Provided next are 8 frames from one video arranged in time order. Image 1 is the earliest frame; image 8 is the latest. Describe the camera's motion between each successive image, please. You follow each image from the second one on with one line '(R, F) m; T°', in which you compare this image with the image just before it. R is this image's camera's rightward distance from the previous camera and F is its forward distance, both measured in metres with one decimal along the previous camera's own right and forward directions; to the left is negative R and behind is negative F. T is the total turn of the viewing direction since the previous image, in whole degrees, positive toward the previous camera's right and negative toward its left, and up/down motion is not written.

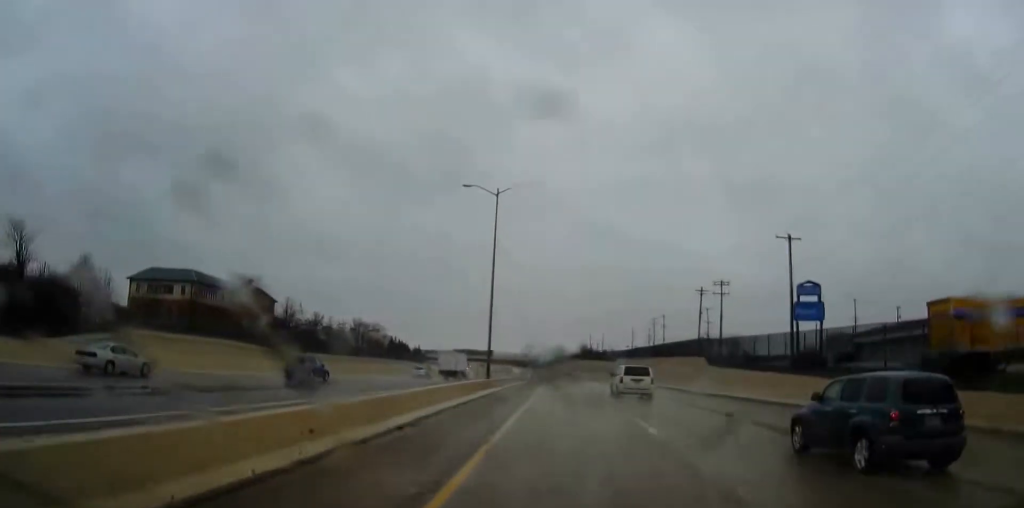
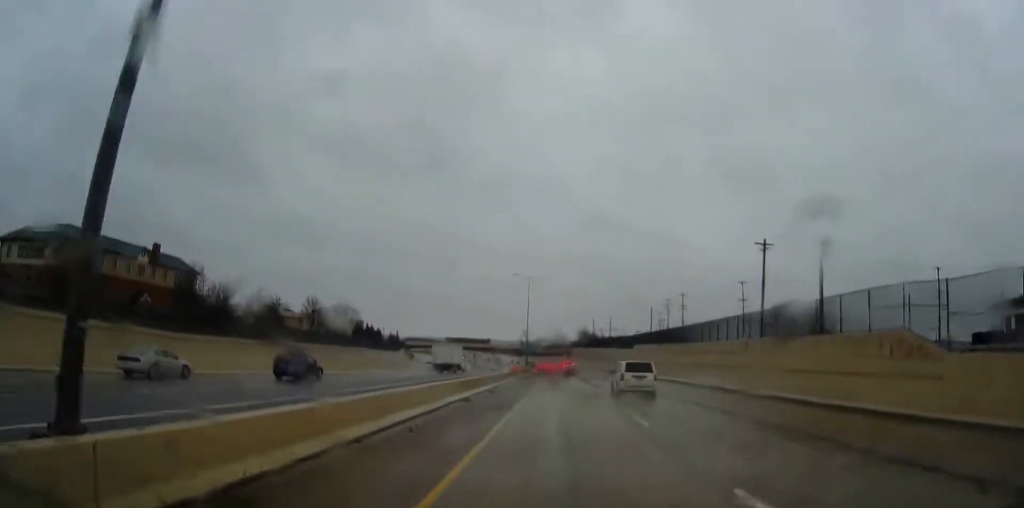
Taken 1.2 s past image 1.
(0.0, +35.3) m; 0°
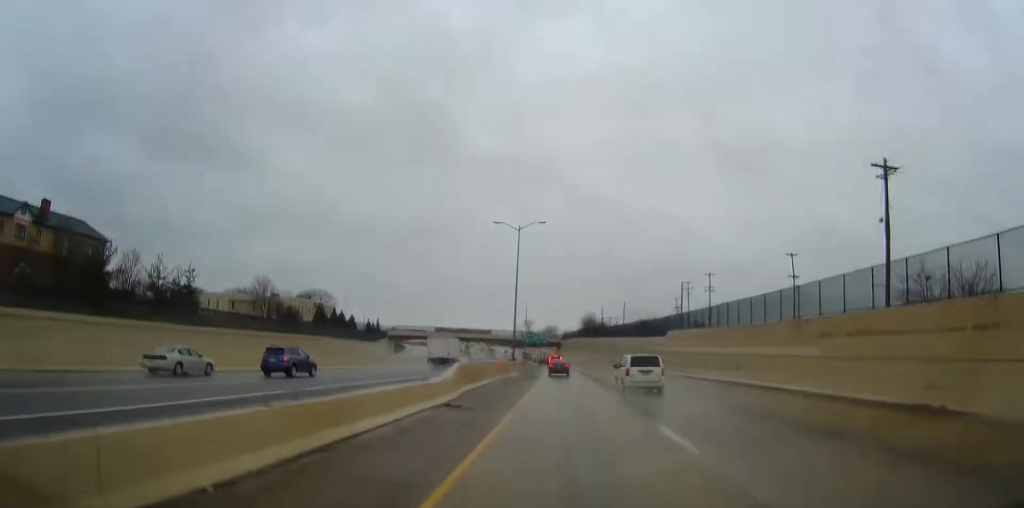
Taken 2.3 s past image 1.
(+0.1, +29.3) m; 0°
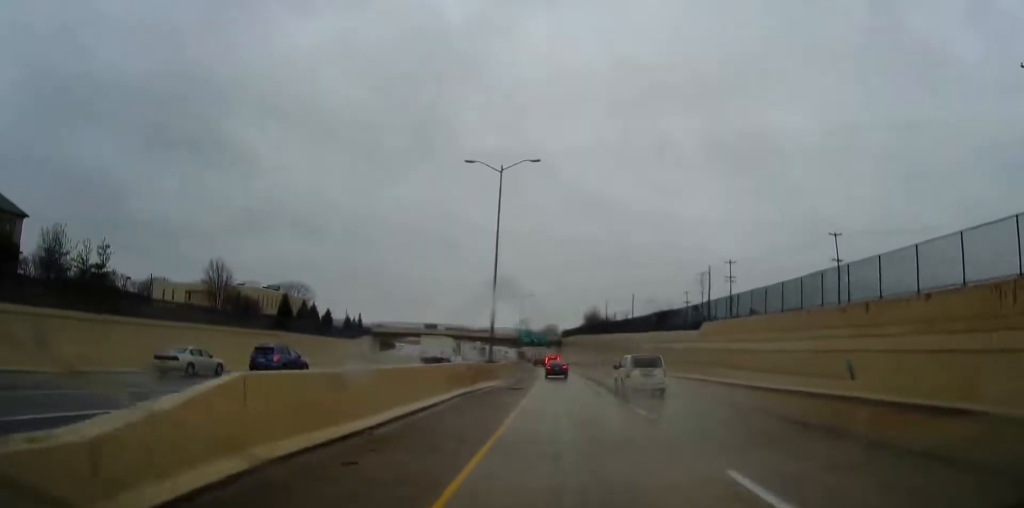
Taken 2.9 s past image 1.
(0.0, +18.2) m; 0°
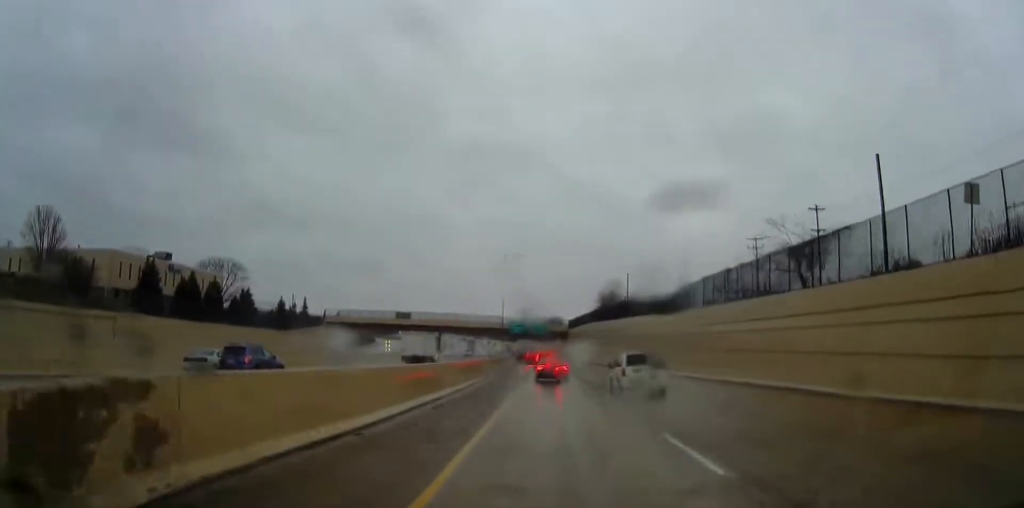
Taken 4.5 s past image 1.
(-0.3, +45.2) m; -1°
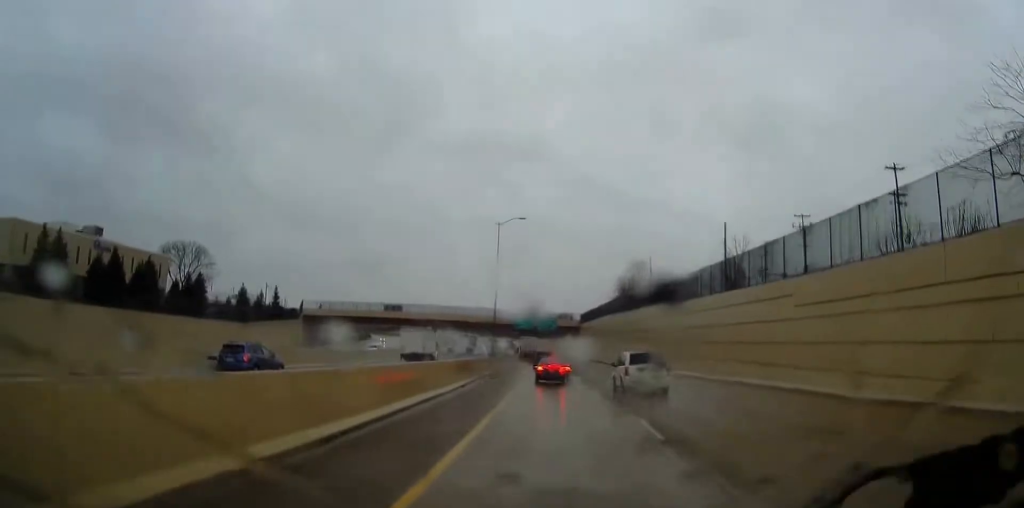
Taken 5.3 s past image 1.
(-0.2, +20.6) m; -1°
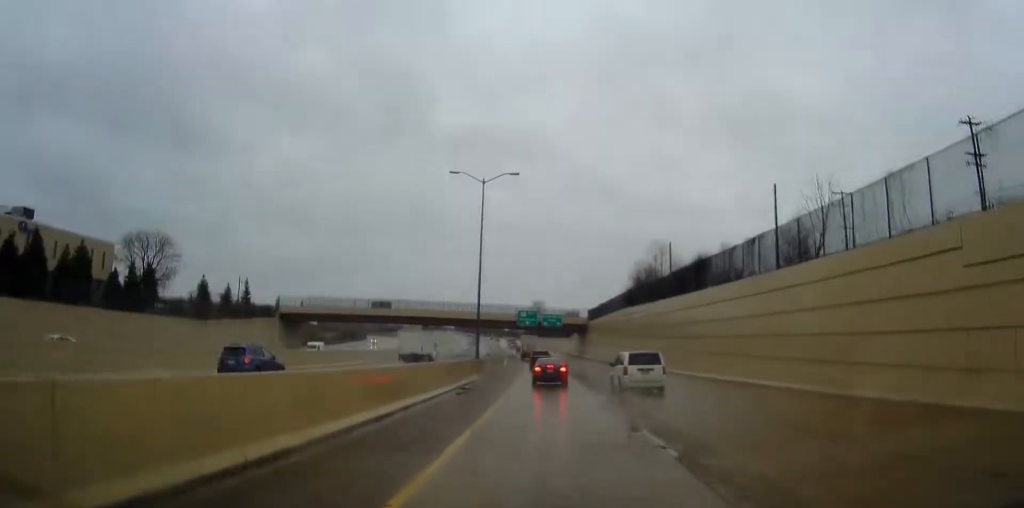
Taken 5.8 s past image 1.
(-0.1, +14.7) m; -1°
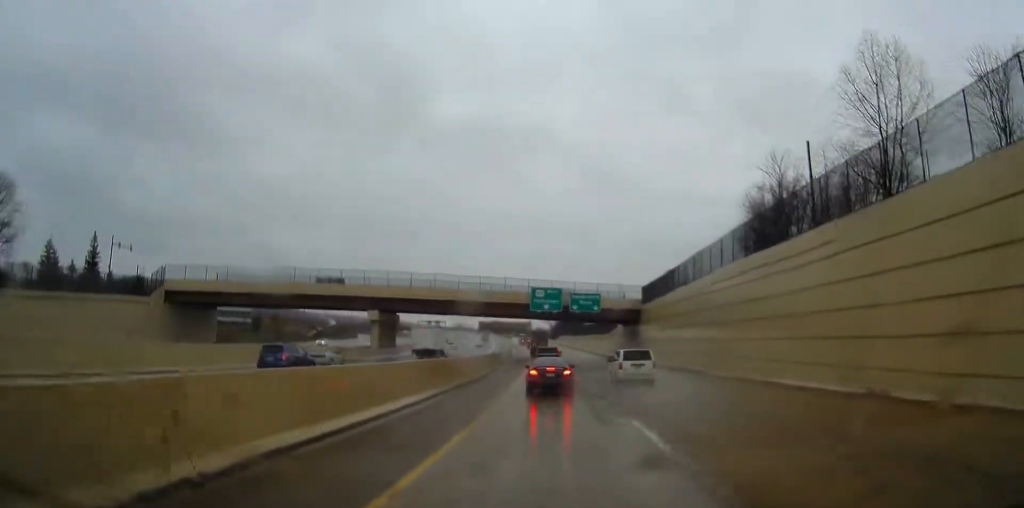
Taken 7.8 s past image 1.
(-0.8, +48.2) m; -2°
